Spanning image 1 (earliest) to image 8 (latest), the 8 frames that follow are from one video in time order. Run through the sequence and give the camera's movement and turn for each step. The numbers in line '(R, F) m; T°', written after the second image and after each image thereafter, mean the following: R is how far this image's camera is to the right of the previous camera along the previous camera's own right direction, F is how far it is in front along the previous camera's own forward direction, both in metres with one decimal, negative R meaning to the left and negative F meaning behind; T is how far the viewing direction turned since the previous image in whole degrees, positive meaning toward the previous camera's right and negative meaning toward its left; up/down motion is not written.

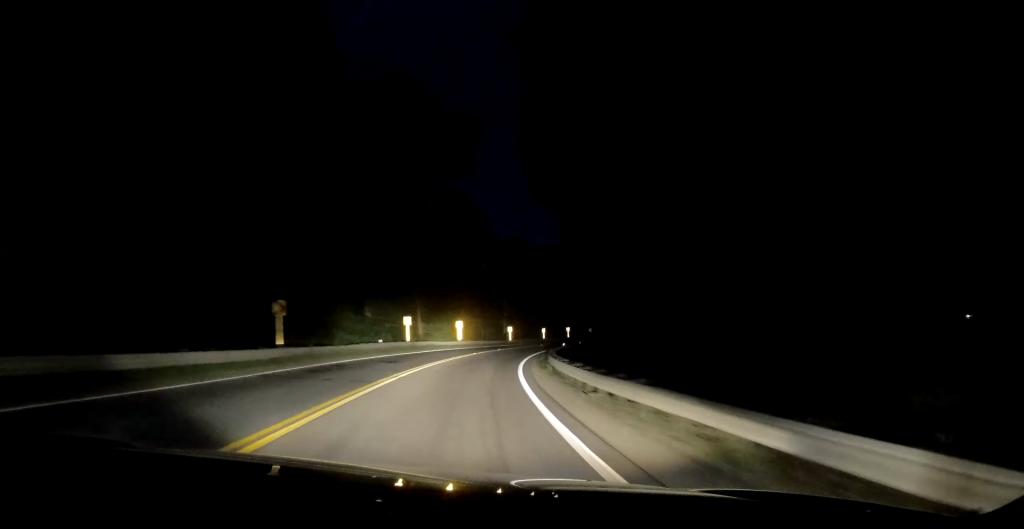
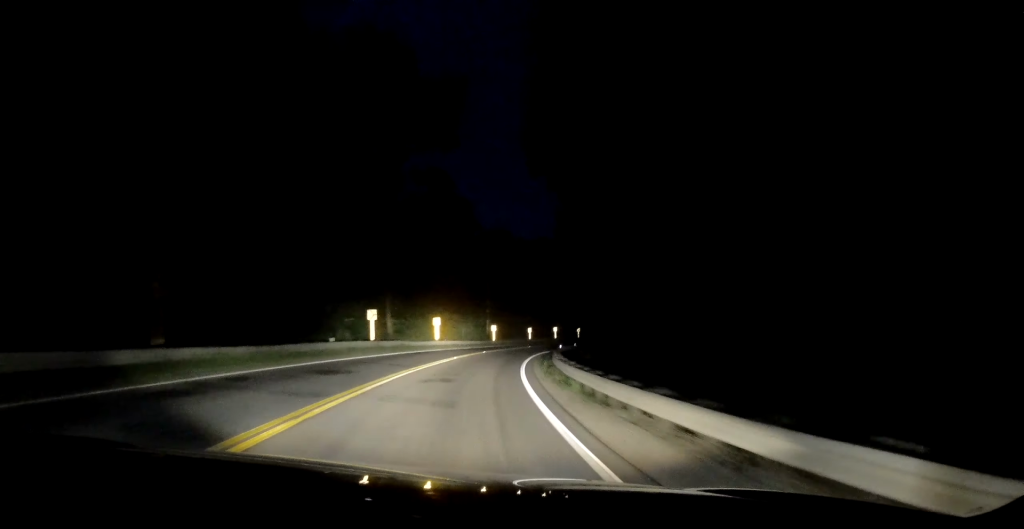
(+0.4, +9.1) m; +2°
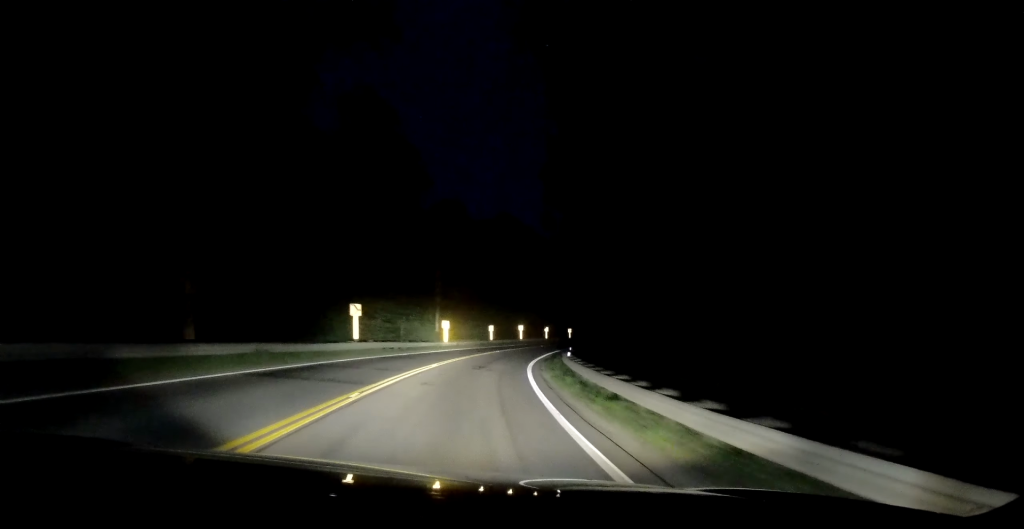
(+0.7, +20.9) m; +3°
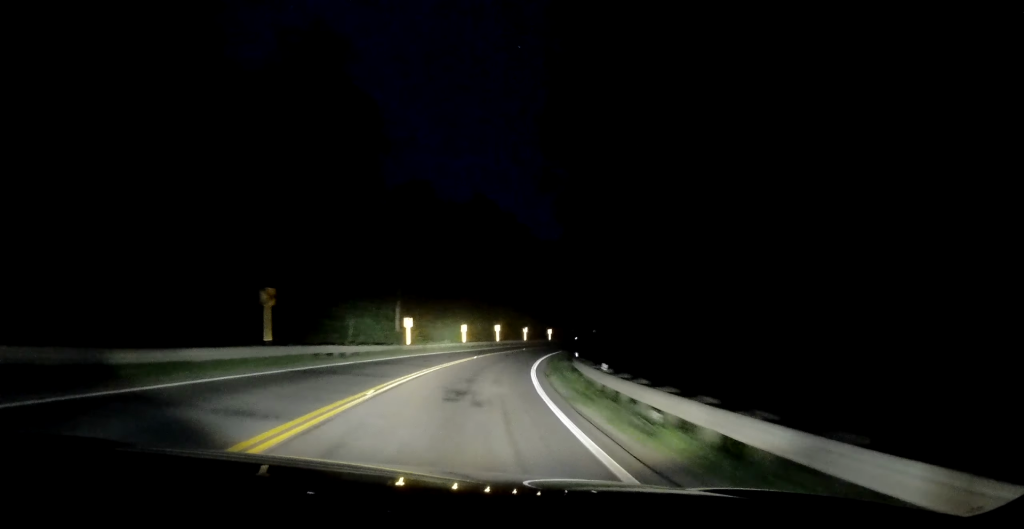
(+0.1, +11.0) m; +1°
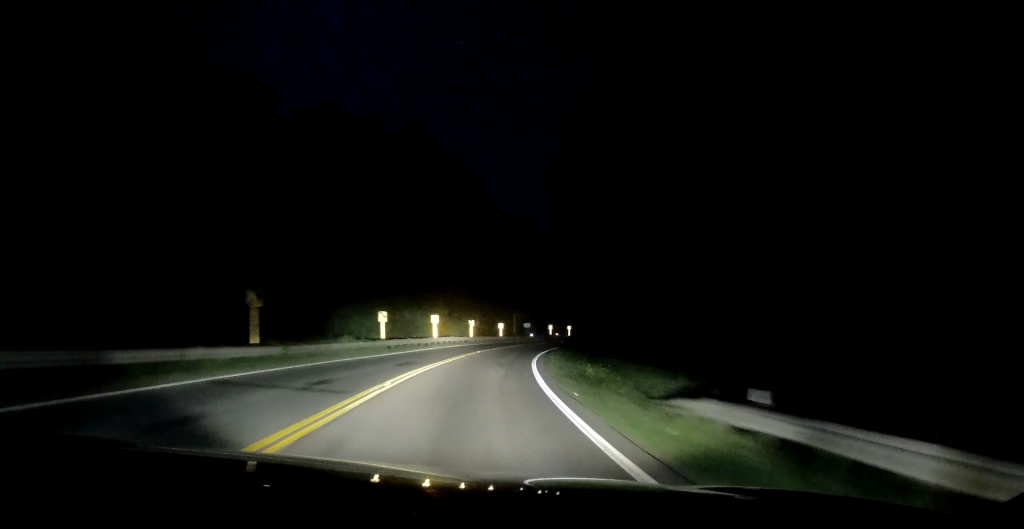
(+0.3, +22.6) m; +7°
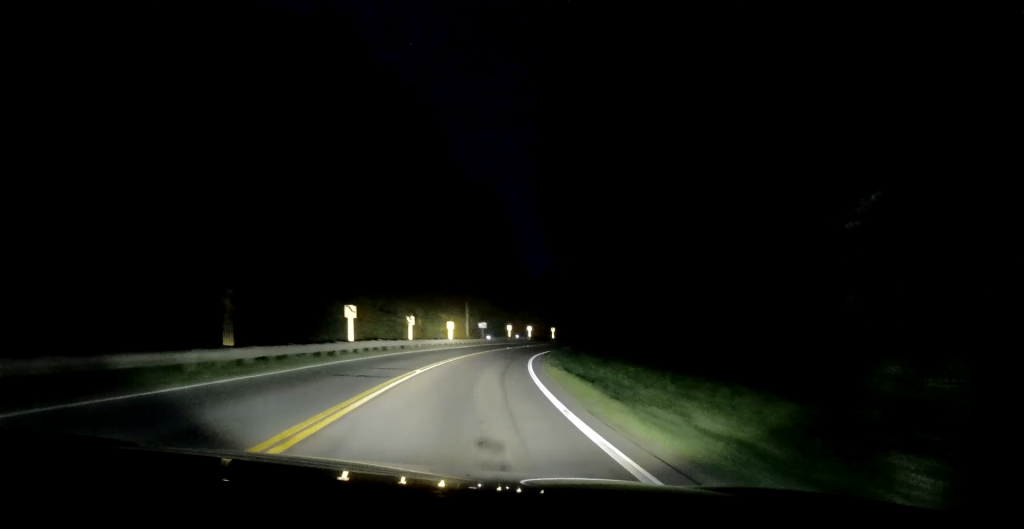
(+2.1, +18.7) m; +7°
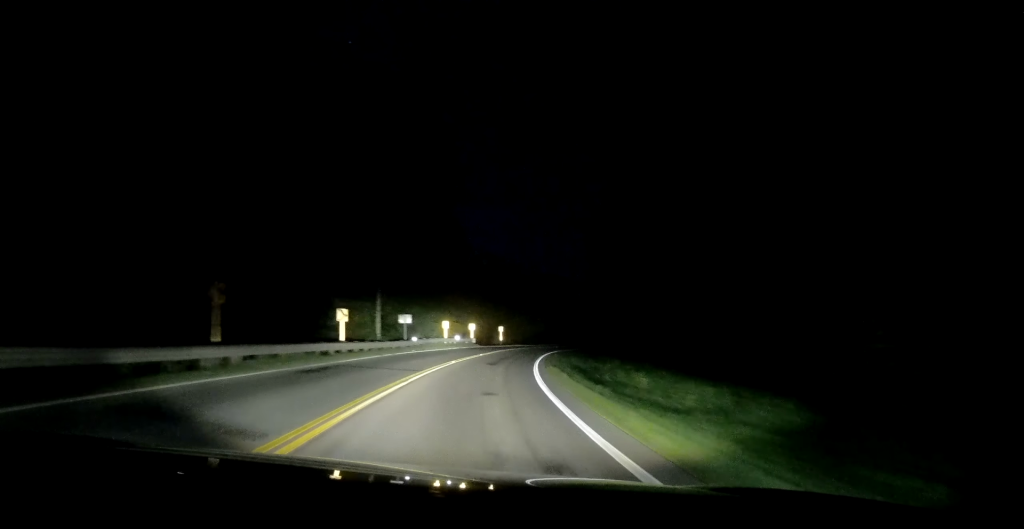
(+1.2, +28.7) m; +4°
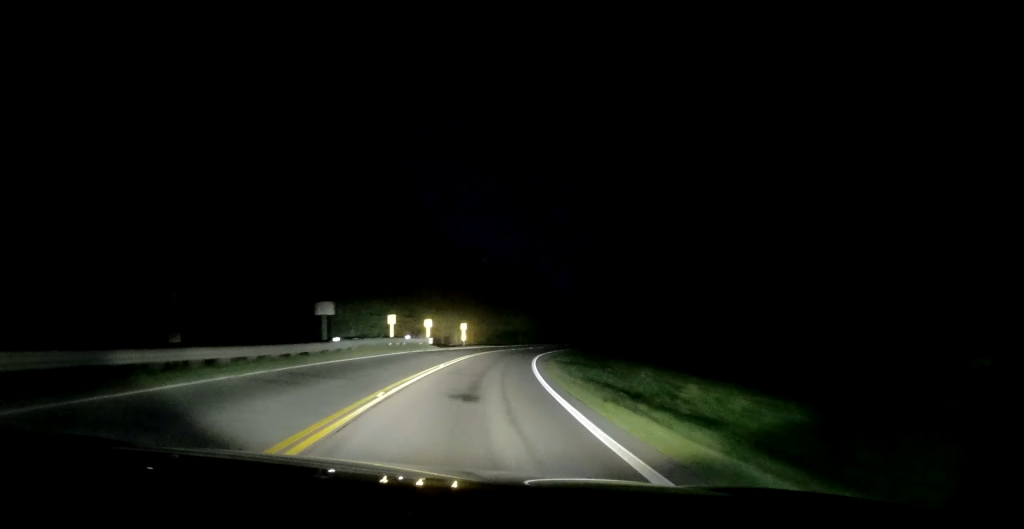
(+0.2, +15.6) m; +3°
